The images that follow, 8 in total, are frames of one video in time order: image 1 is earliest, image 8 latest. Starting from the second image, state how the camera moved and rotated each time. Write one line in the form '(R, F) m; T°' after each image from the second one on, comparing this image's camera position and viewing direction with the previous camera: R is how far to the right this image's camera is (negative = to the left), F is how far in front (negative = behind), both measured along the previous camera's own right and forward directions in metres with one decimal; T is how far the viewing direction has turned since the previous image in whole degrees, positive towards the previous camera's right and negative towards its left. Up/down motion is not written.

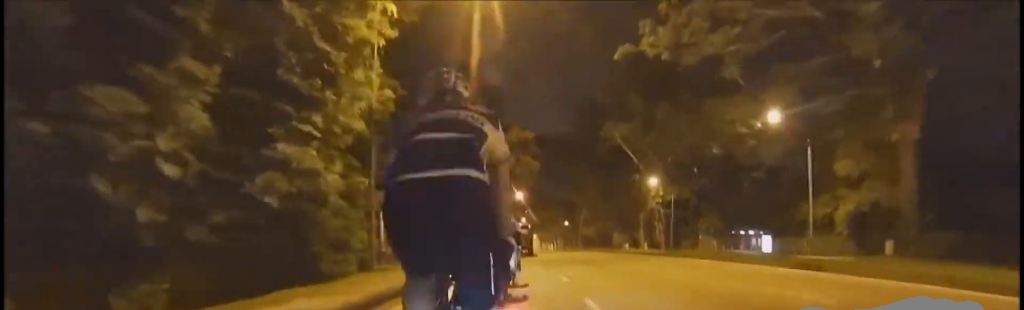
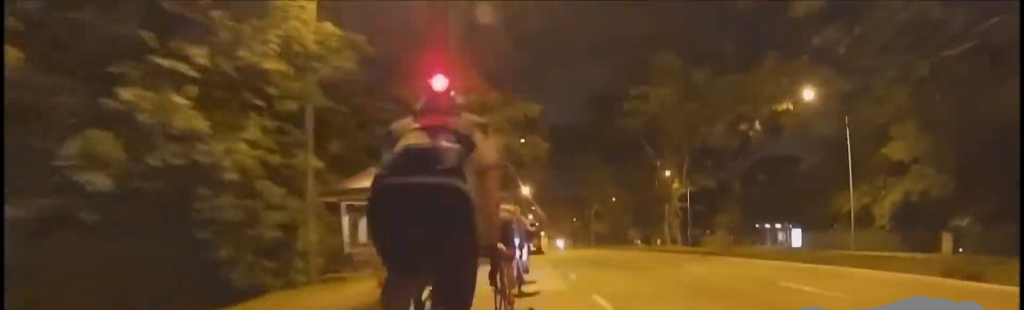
(-0.5, +5.6) m; 0°
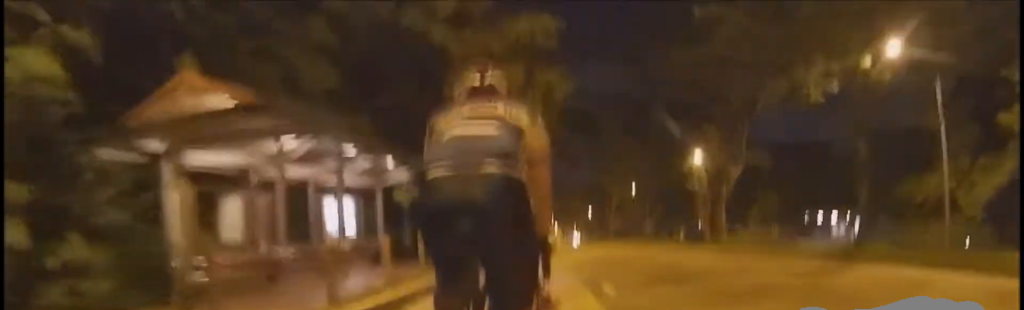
(-0.1, +9.5) m; 0°
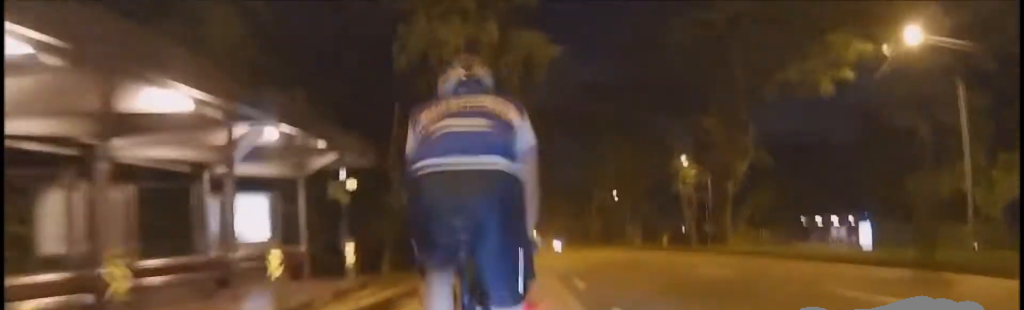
(+0.5, +3.9) m; 0°
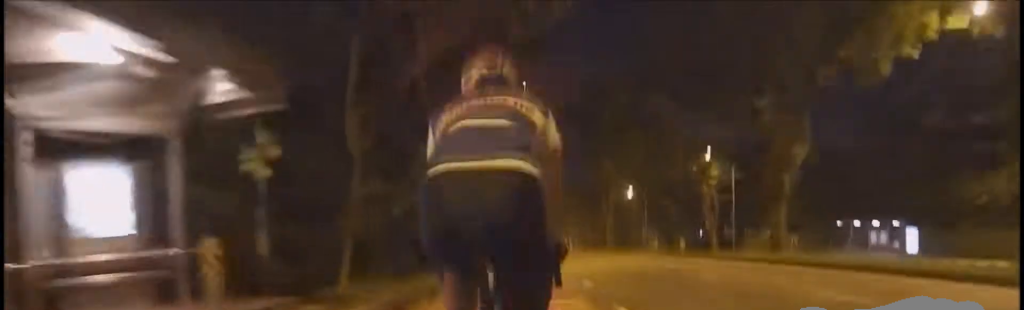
(-0.2, +4.6) m; -1°
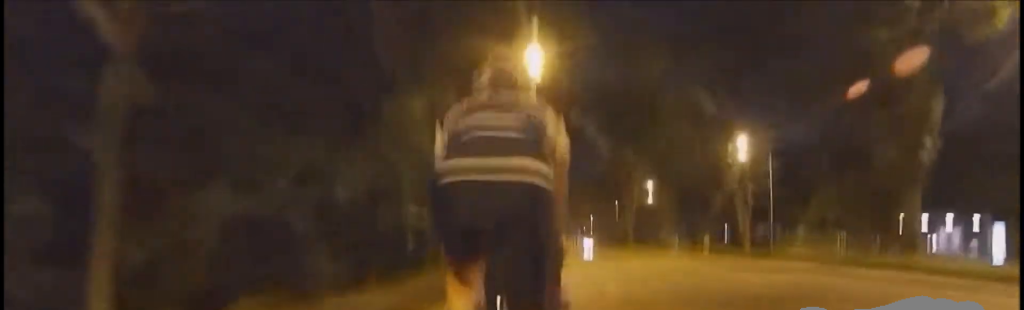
(-0.6, +7.5) m; -2°
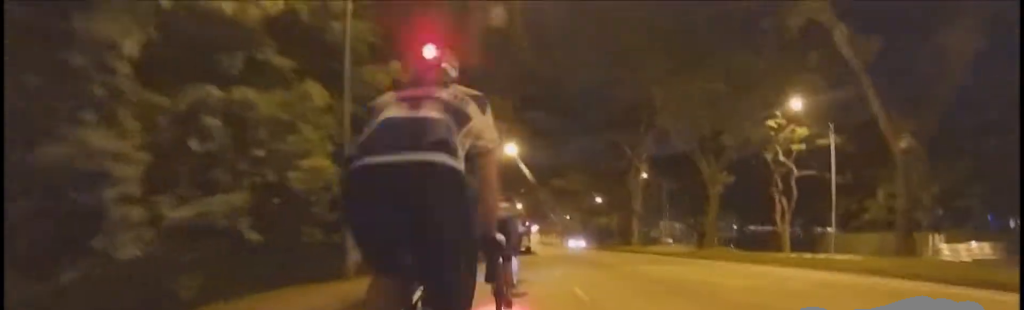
(+1.9, +17.6) m; +3°
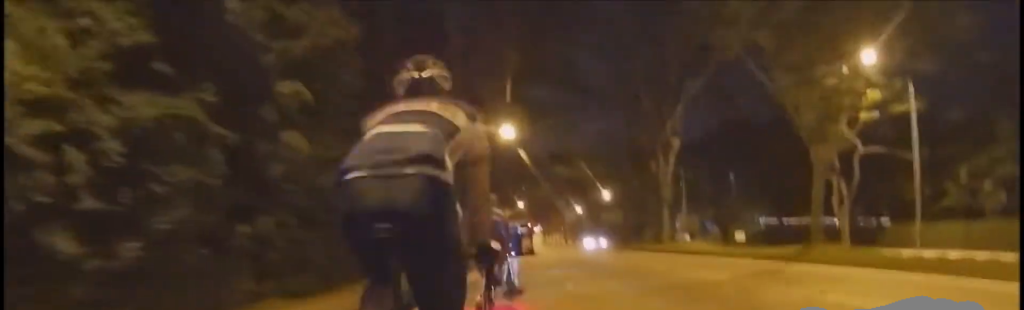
(-1.1, +10.1) m; 0°
